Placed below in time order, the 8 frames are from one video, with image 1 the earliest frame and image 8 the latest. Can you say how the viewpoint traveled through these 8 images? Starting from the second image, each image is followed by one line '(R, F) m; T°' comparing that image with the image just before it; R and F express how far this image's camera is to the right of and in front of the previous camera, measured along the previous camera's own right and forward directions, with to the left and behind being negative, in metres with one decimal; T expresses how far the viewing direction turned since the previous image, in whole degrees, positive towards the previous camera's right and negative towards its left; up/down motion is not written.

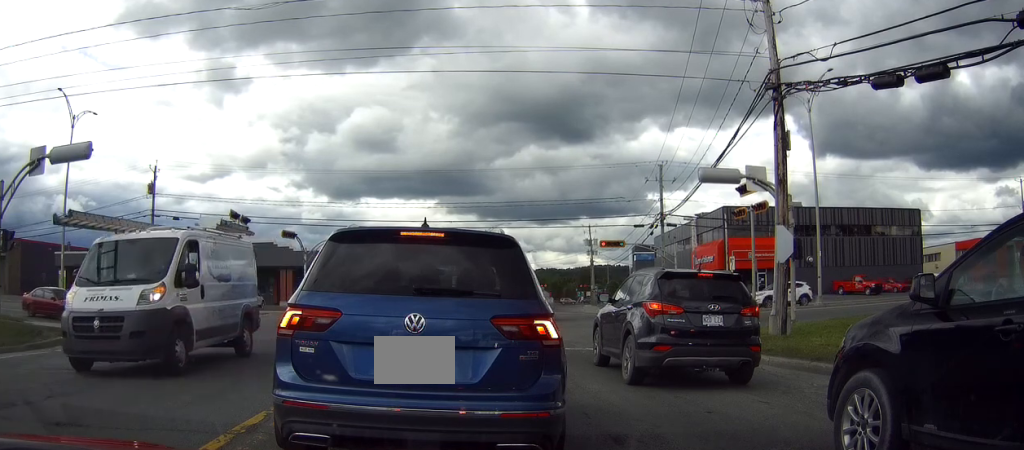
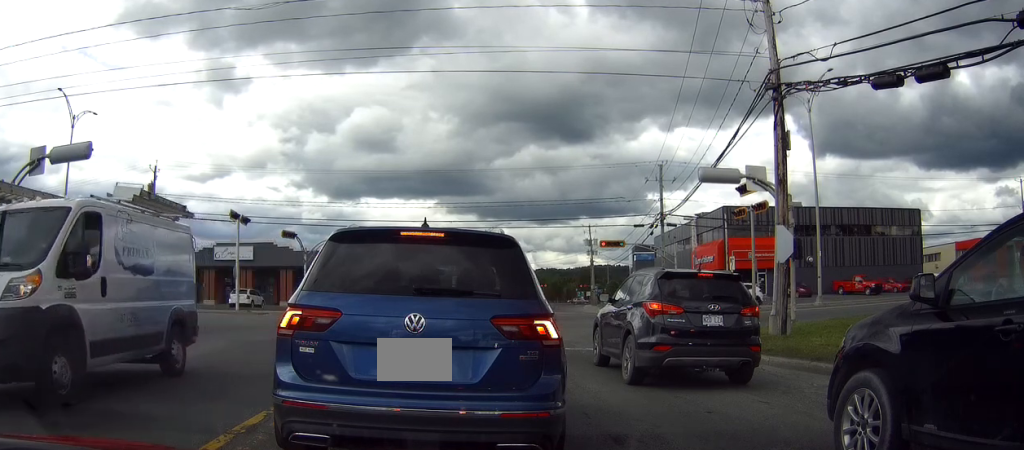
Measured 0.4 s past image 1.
(0.0, 0.0) m; 0°
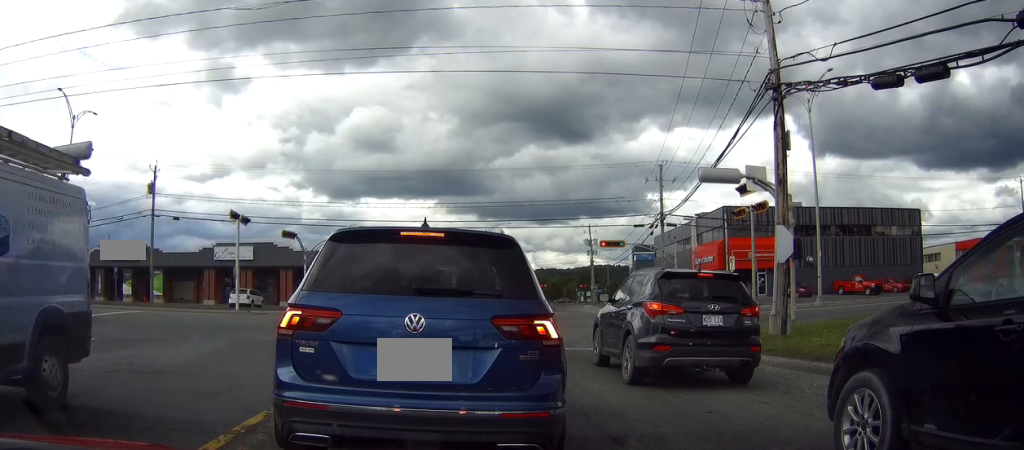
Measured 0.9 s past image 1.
(0.0, 0.0) m; 0°
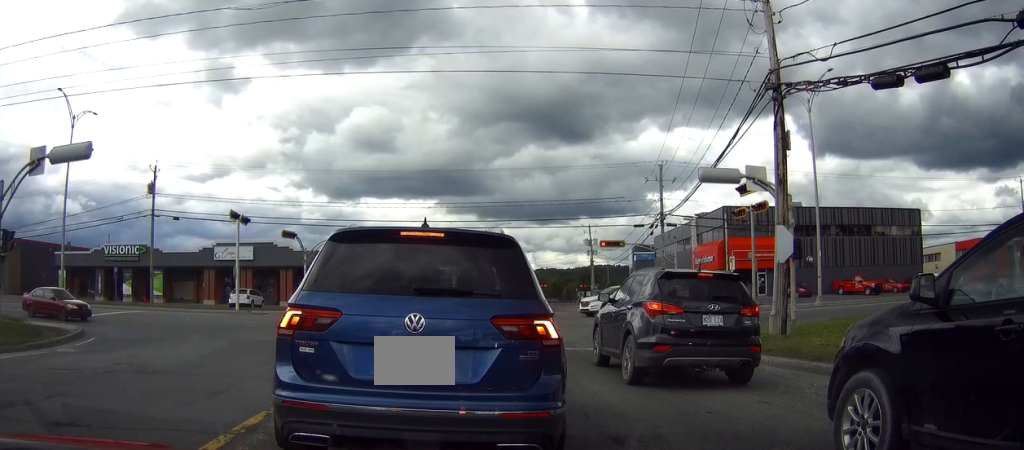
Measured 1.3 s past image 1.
(0.0, 0.0) m; 0°
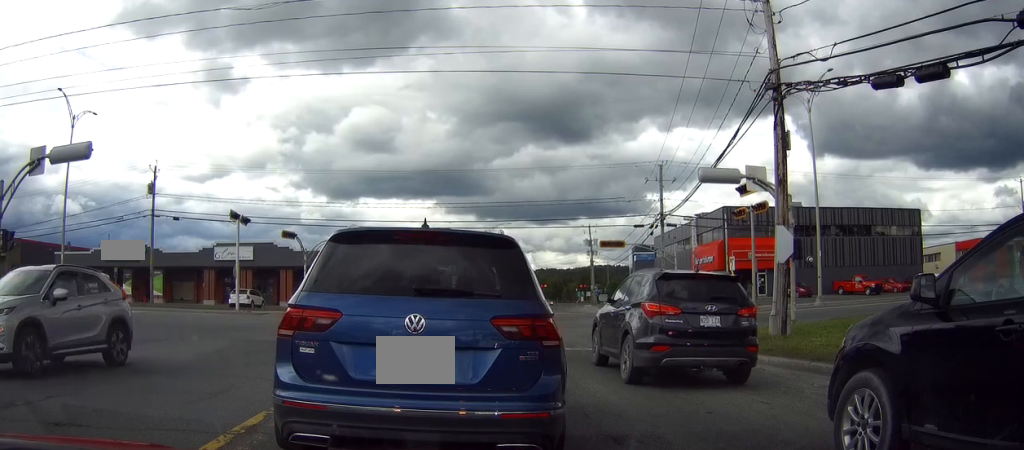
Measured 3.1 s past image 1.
(0.0, 0.0) m; 0°
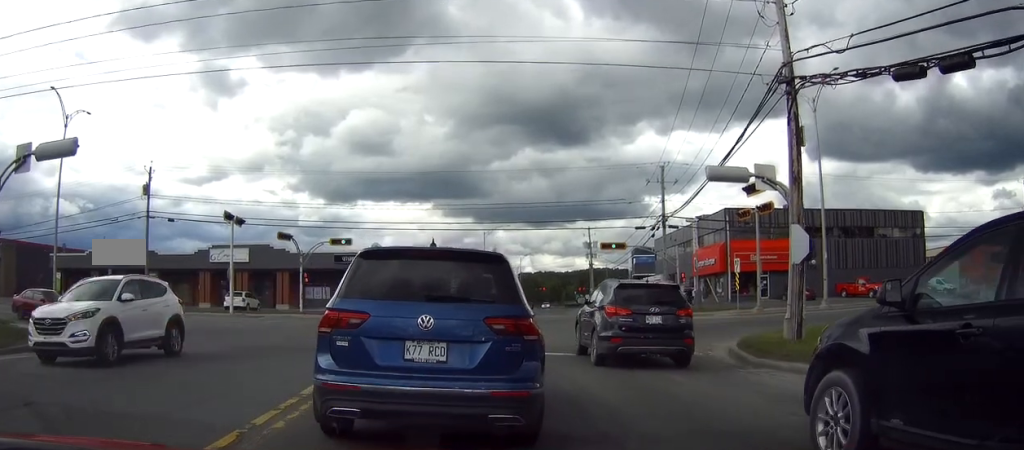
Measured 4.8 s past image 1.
(0.0, 0.0) m; 0°
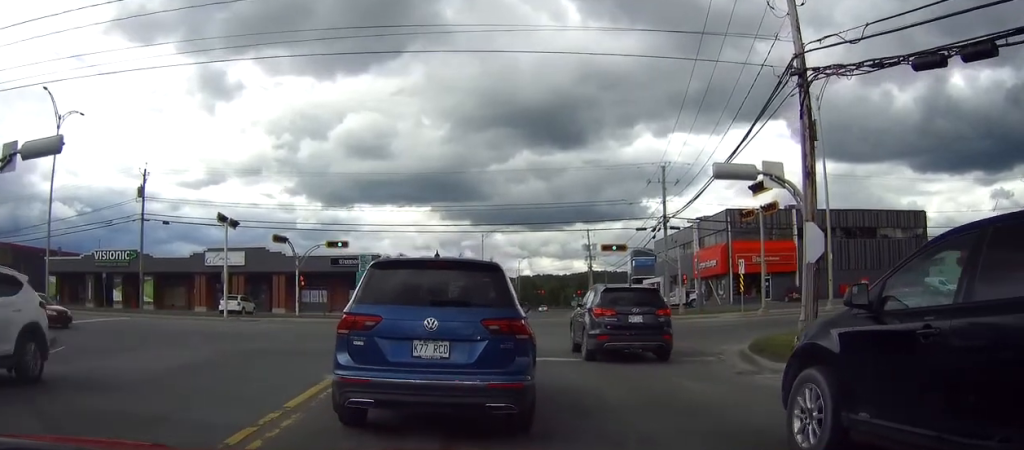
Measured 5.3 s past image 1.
(0.0, +2.0) m; +1°
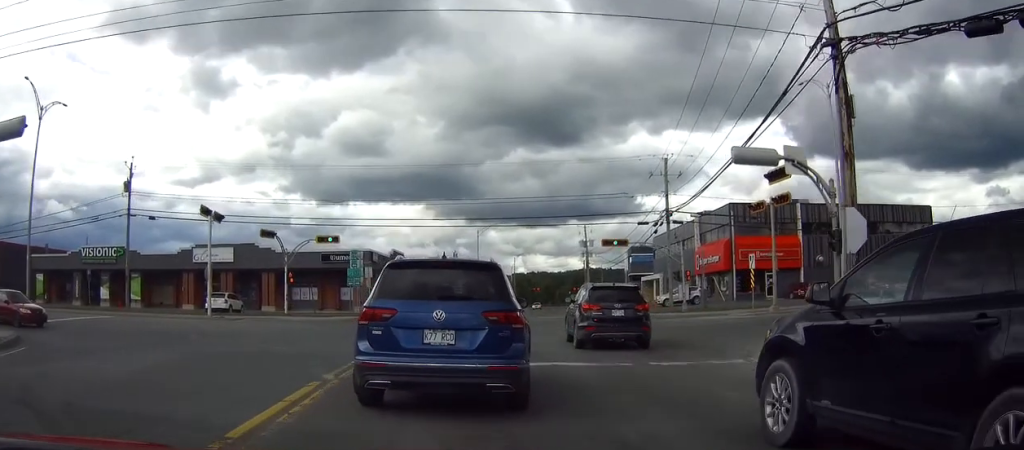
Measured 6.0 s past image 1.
(0.0, +2.9) m; +1°
